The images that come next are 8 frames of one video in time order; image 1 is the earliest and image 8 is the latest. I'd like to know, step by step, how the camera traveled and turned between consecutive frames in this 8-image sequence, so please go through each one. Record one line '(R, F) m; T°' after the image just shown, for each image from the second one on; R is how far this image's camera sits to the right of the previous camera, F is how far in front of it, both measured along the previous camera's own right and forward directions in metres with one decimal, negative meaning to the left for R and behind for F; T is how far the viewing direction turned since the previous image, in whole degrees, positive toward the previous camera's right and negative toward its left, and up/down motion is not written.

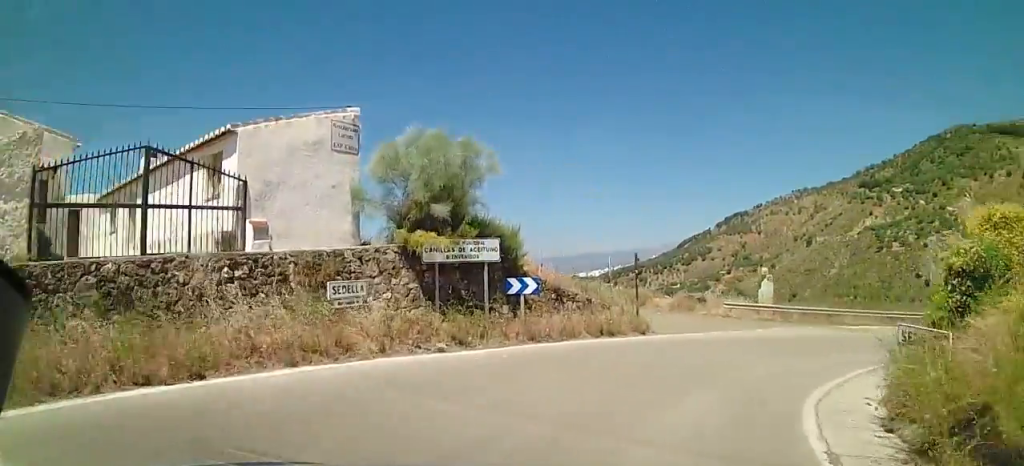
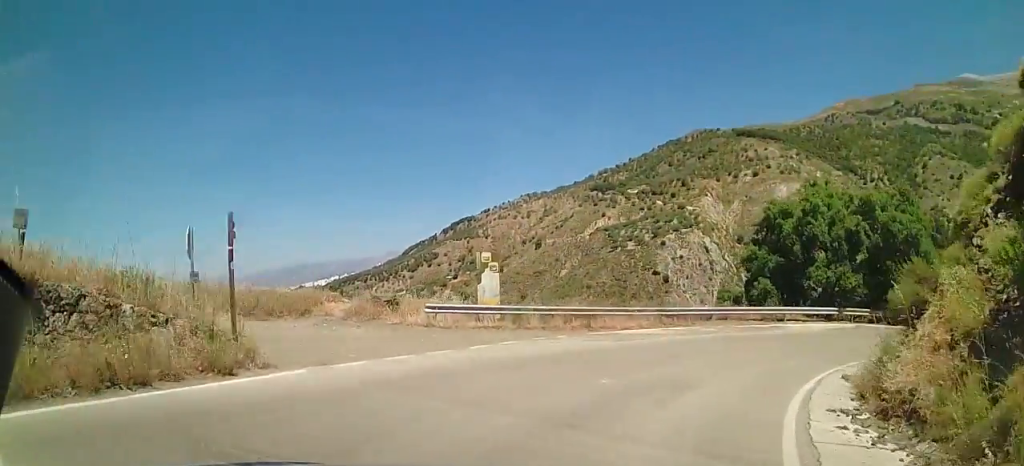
(+2.4, +9.4) m; +21°
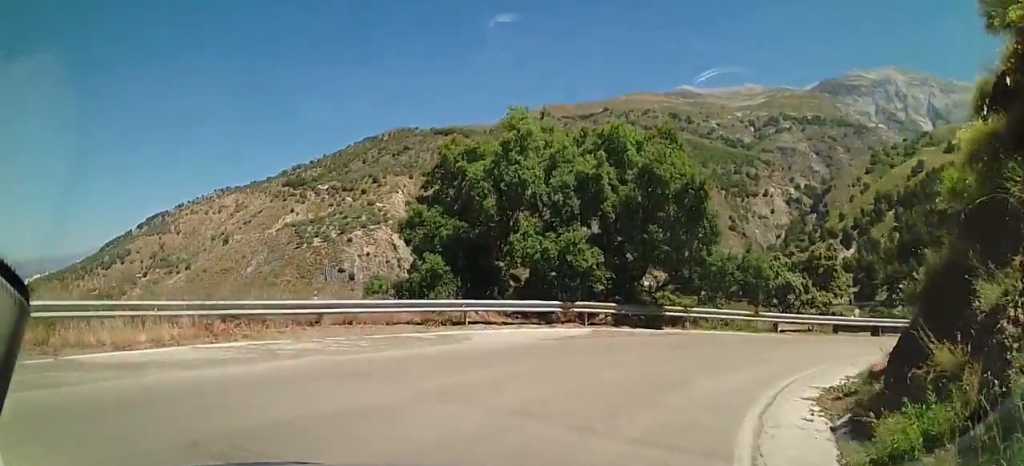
(+2.1, +11.3) m; +35°
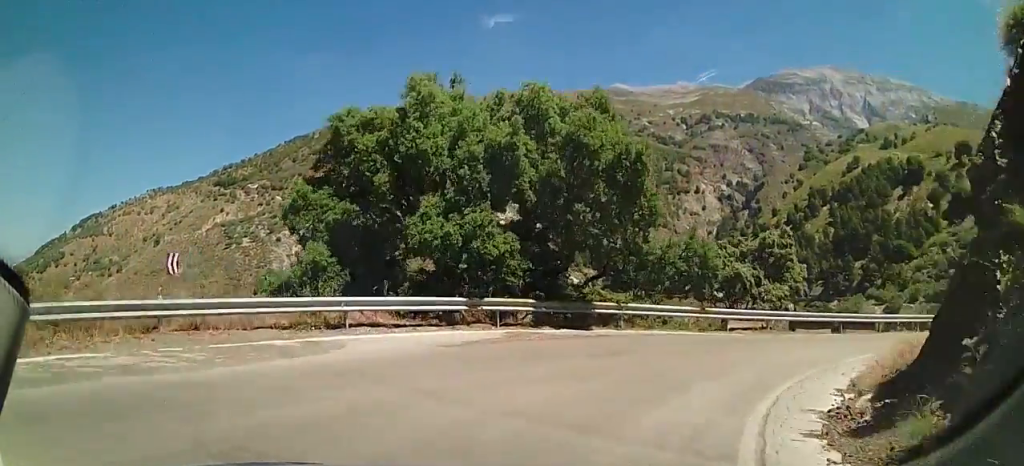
(+0.2, +2.8) m; +11°
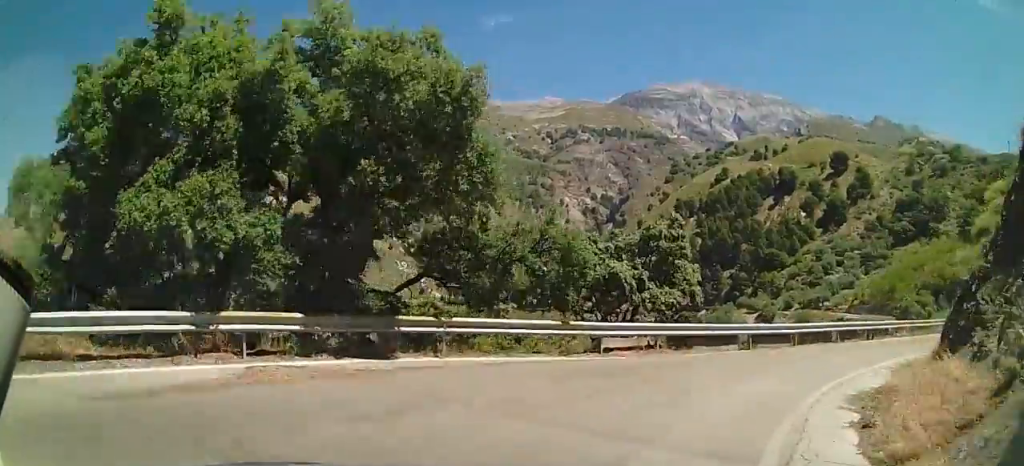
(+1.1, +5.8) m; +10°
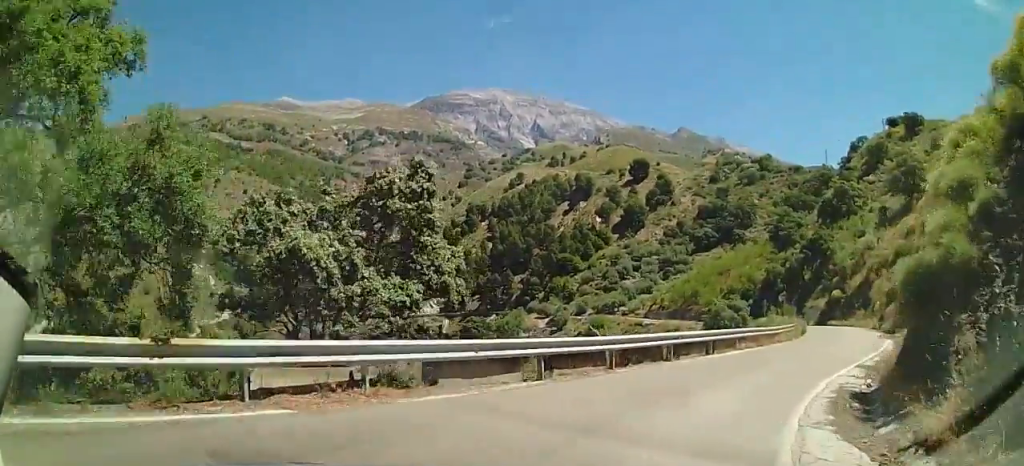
(+0.2, +8.3) m; +13°
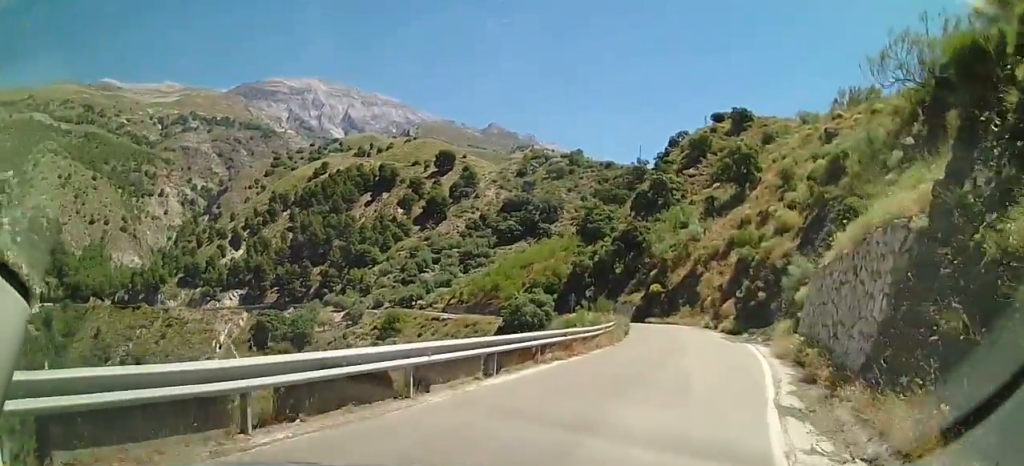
(+1.9, +9.0) m; +18°
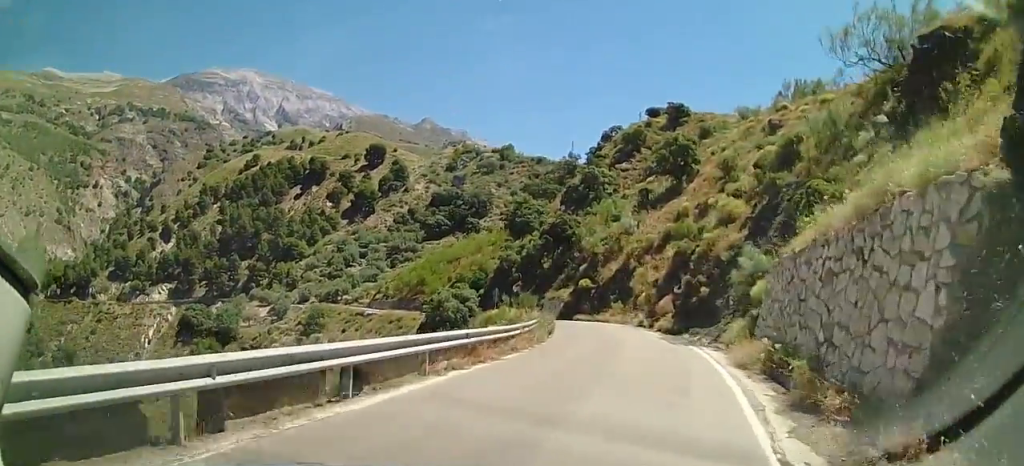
(+0.3, +3.9) m; +4°
